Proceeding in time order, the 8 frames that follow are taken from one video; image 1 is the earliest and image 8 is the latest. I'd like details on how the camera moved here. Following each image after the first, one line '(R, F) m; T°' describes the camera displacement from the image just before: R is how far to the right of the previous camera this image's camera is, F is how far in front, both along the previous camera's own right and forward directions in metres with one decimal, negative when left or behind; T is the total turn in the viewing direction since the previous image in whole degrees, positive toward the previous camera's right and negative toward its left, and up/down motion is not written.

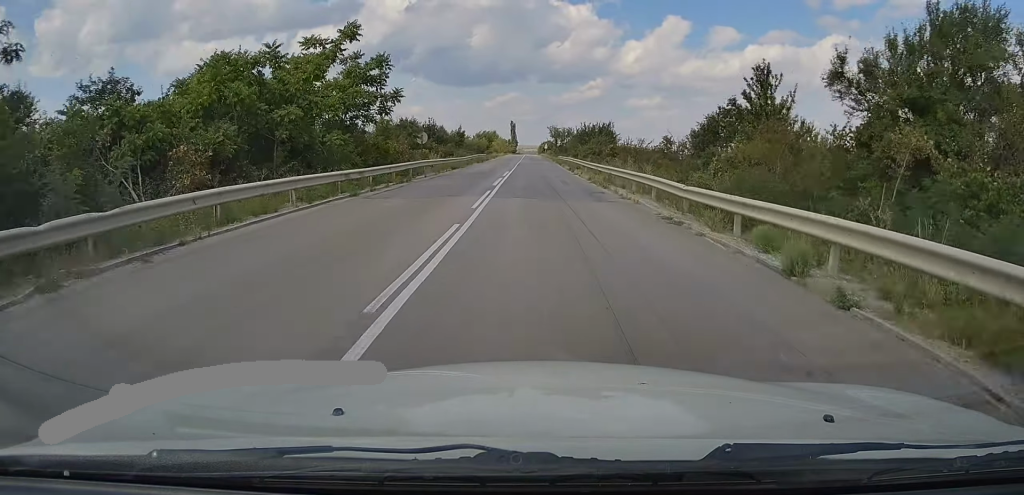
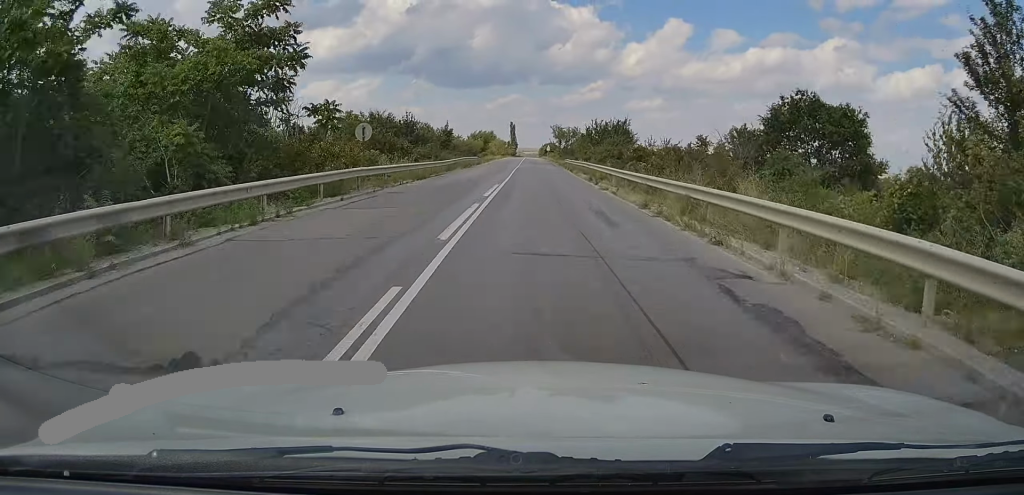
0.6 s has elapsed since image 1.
(-0.1, +14.0) m; 0°
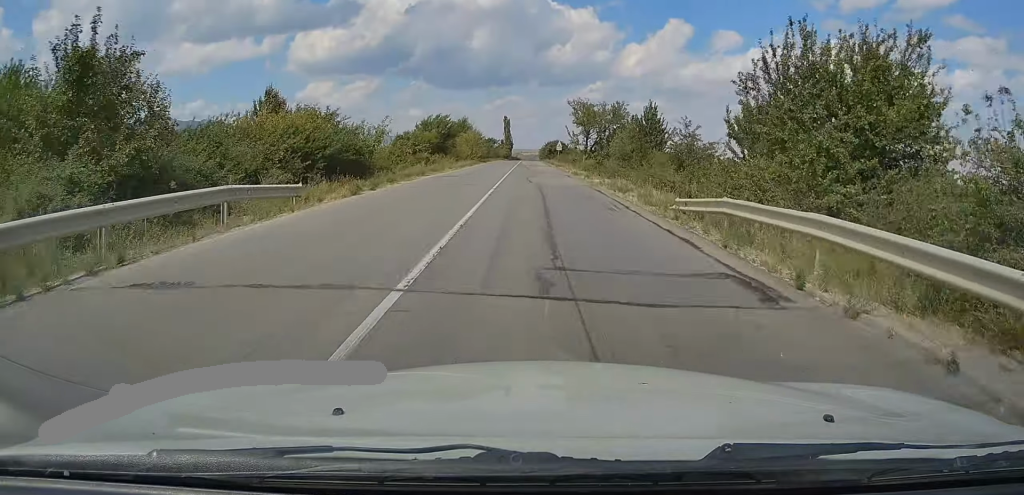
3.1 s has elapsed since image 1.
(0.0, +57.8) m; 0°
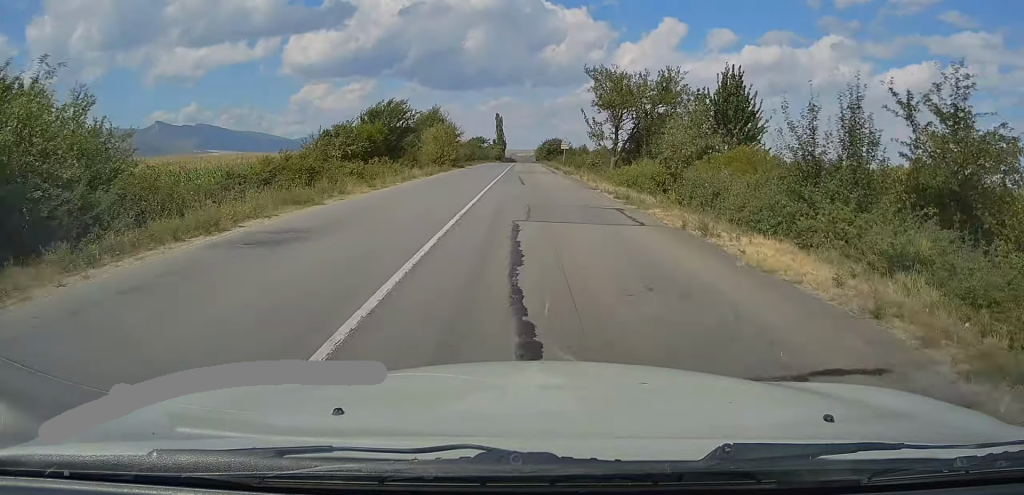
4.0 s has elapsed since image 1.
(0.0, +22.7) m; 0°
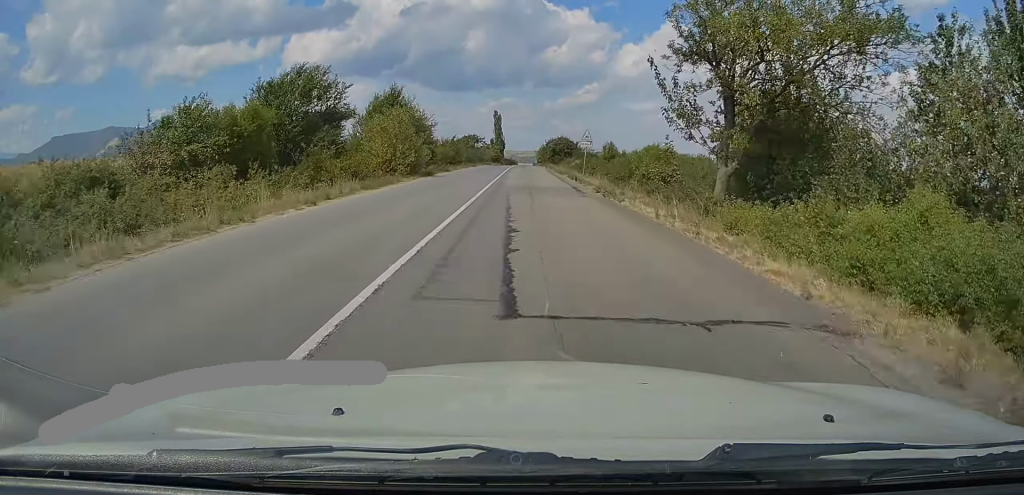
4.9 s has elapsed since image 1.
(0.0, +20.3) m; 0°
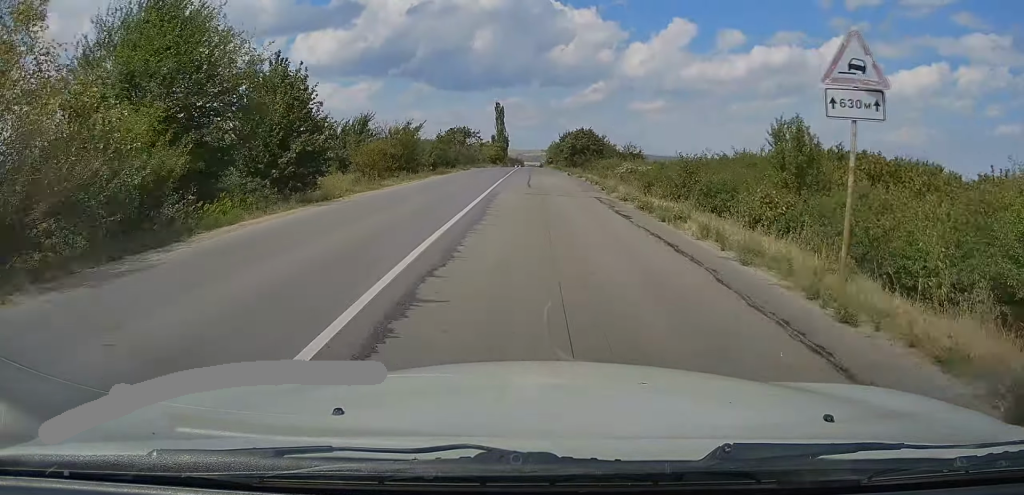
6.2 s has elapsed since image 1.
(0.0, +30.5) m; 0°
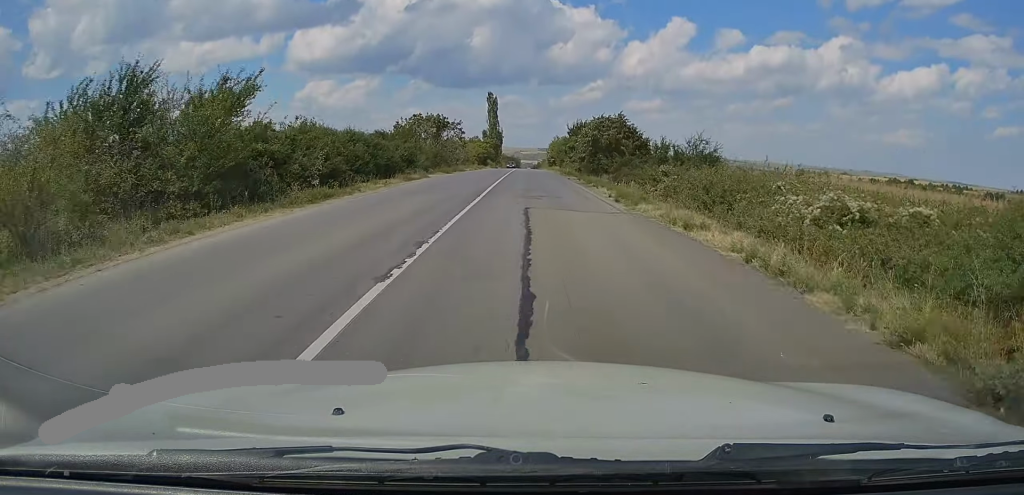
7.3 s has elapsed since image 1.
(-0.1, +25.0) m; -1°
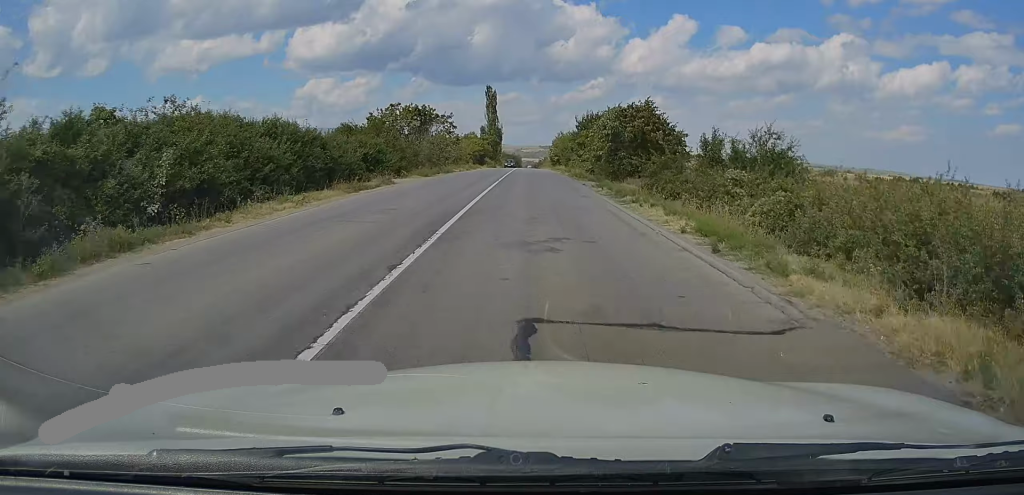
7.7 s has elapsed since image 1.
(0.0, +10.2) m; 0°
